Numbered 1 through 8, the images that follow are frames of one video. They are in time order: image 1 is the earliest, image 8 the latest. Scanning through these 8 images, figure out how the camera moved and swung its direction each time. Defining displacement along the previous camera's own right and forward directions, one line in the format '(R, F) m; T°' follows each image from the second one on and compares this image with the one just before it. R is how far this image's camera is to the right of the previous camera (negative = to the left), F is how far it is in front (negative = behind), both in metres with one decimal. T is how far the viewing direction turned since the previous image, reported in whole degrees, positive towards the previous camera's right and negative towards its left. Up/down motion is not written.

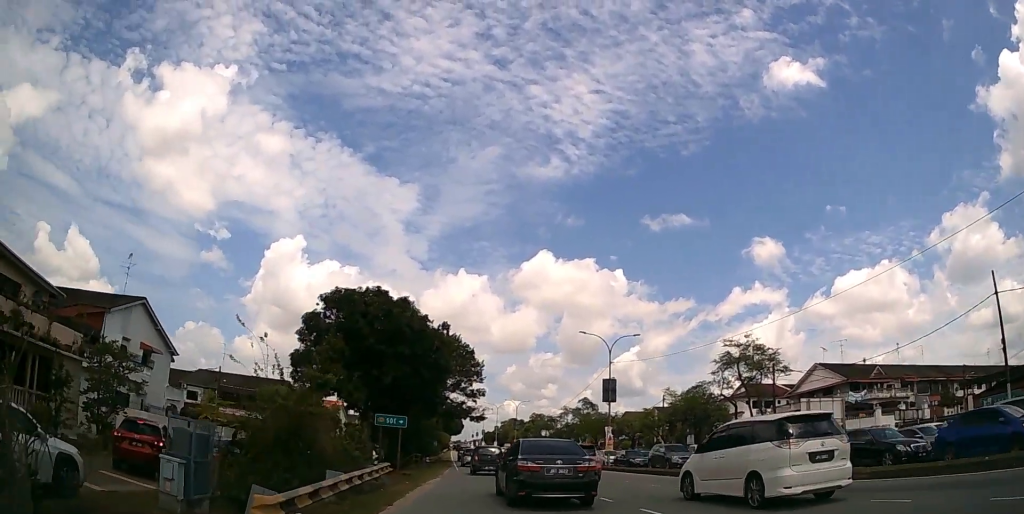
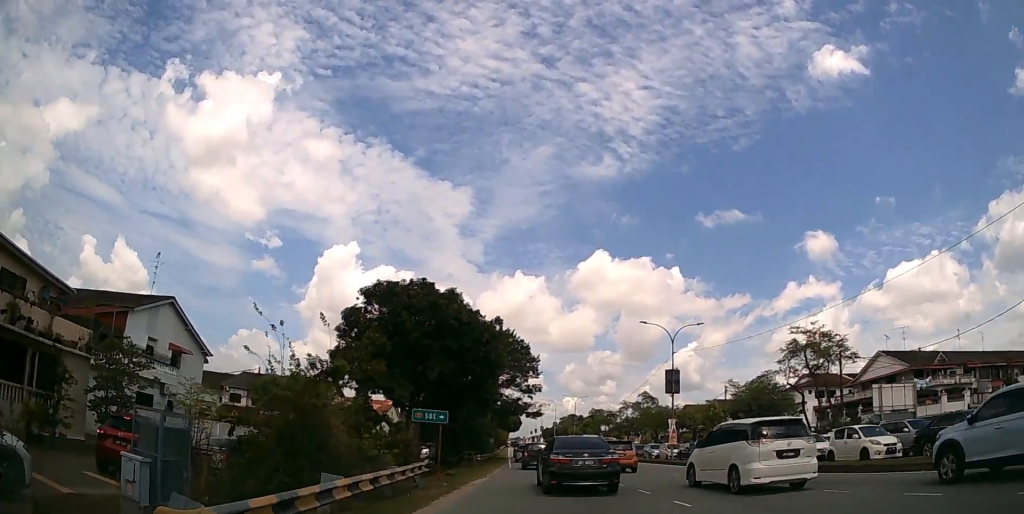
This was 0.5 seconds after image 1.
(-0.2, +2.7) m; -3°
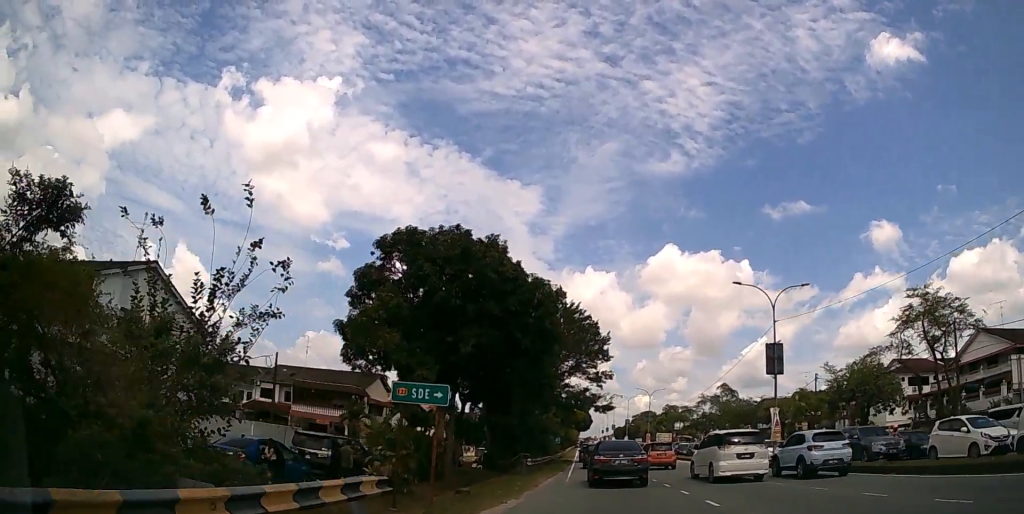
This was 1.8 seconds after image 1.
(-0.7, +8.8) m; -6°
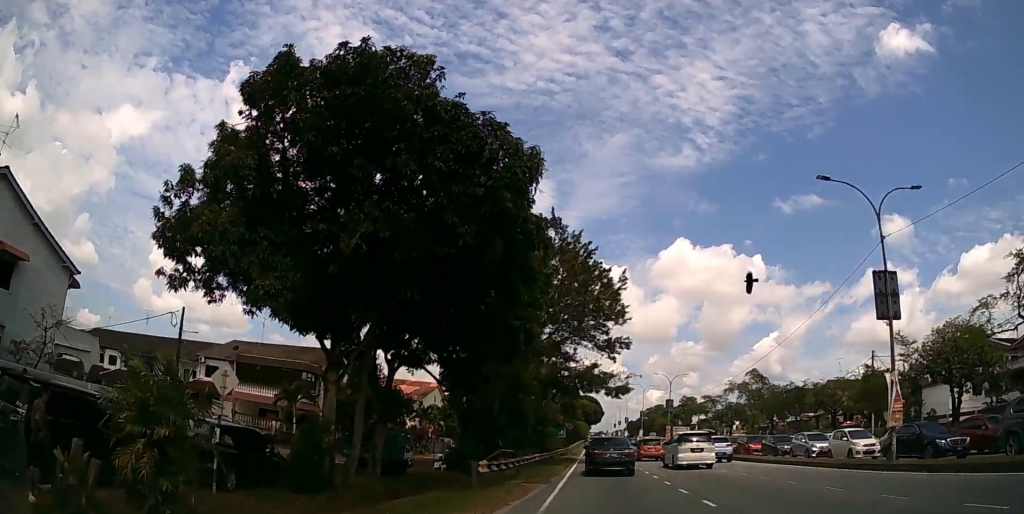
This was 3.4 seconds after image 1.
(-0.3, +13.4) m; -1°
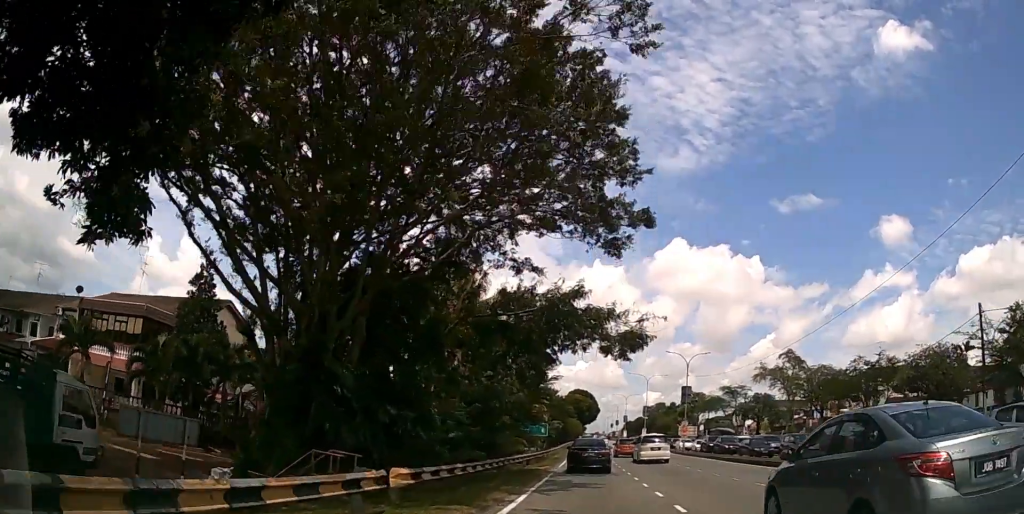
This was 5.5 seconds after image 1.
(+0.3, +19.6) m; +2°
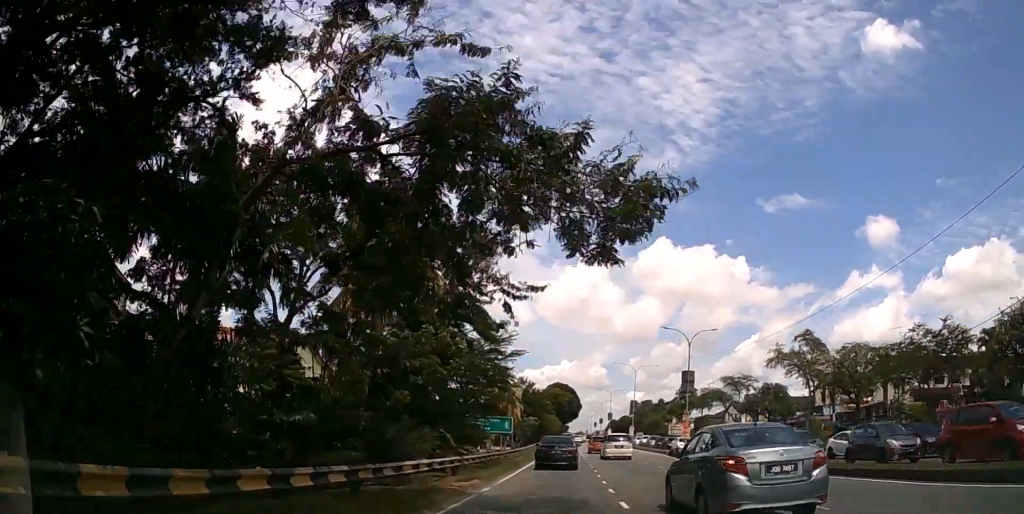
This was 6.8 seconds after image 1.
(+0.1, +12.1) m; +1°
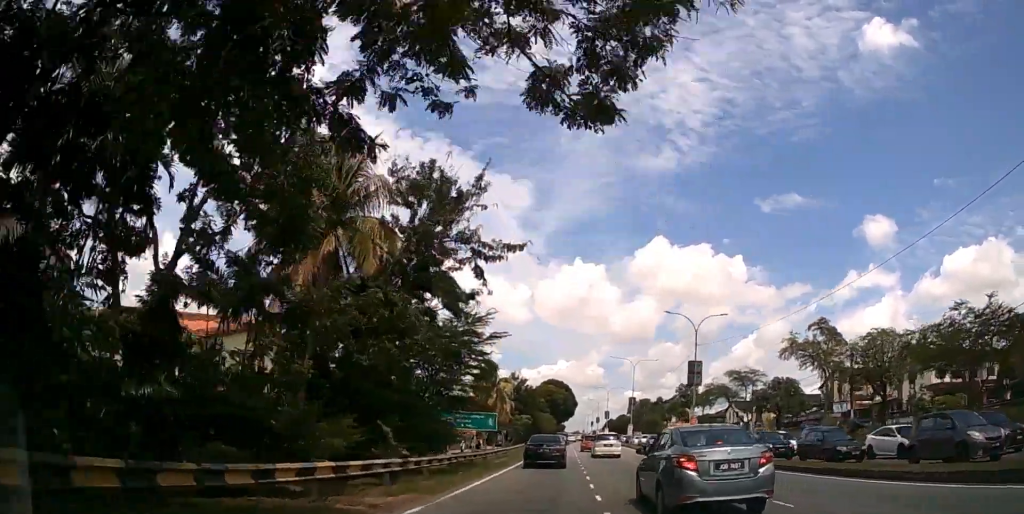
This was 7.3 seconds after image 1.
(0.0, +5.5) m; 0°
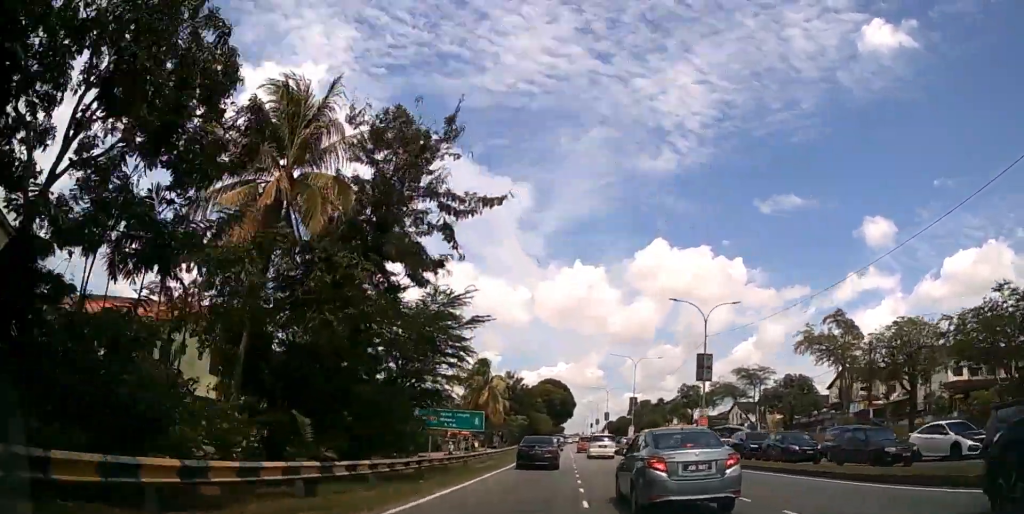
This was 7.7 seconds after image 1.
(0.0, +4.3) m; 0°
